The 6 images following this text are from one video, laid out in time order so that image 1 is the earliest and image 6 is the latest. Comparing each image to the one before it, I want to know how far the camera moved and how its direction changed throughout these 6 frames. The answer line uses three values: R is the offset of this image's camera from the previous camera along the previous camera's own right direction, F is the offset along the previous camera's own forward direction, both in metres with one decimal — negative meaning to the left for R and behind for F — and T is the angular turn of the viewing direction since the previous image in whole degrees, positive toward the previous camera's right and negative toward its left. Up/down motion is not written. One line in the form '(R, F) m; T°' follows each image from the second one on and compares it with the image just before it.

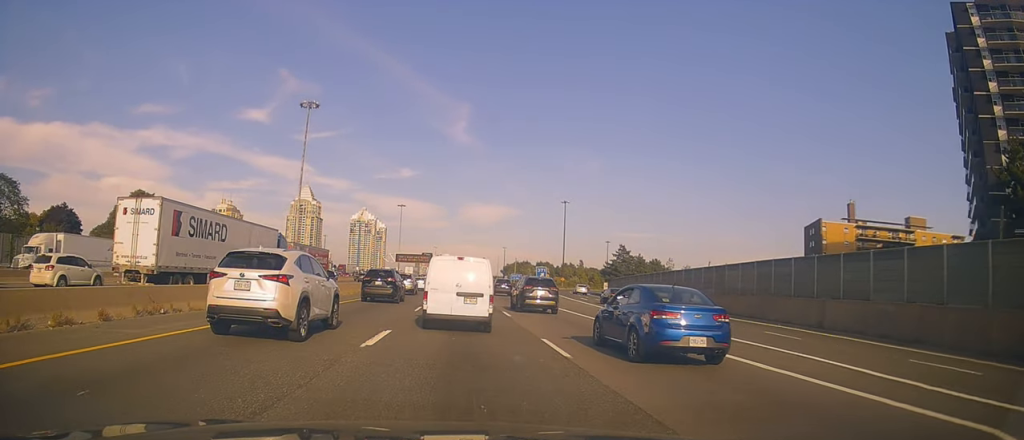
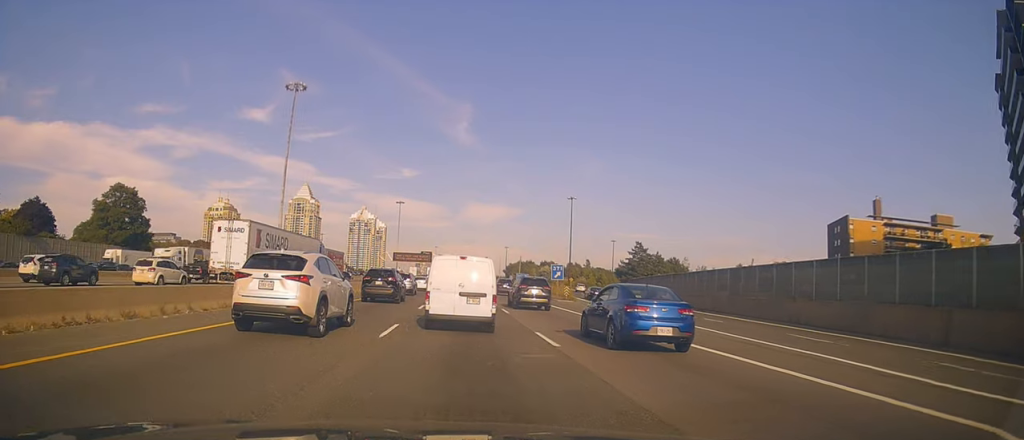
(+0.6, +10.7) m; +5°
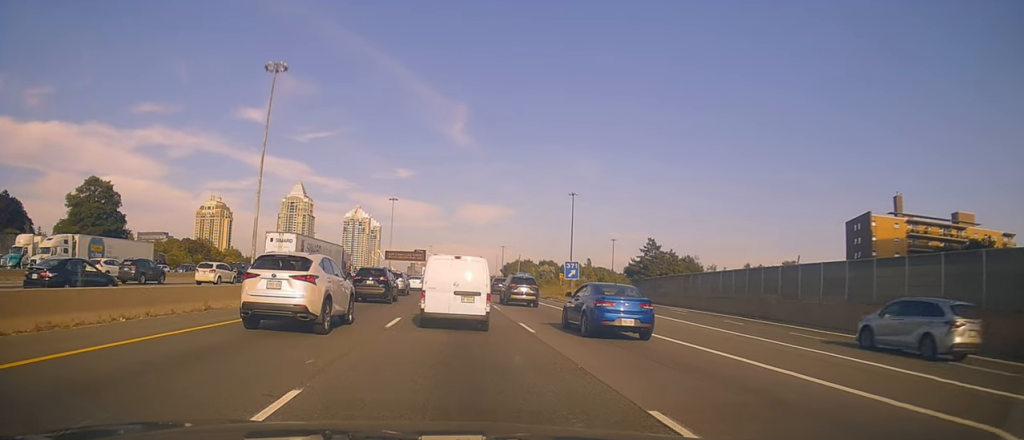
(-0.1, +9.8) m; +2°
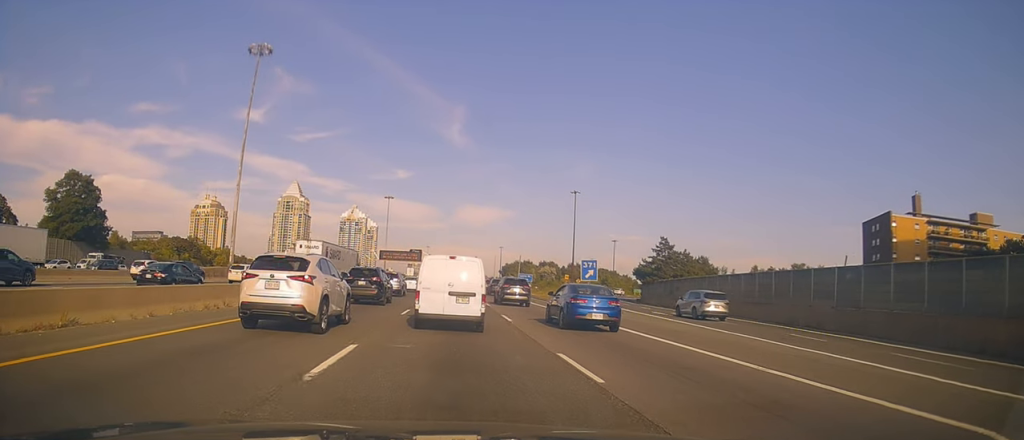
(+0.4, +7.6) m; -1°
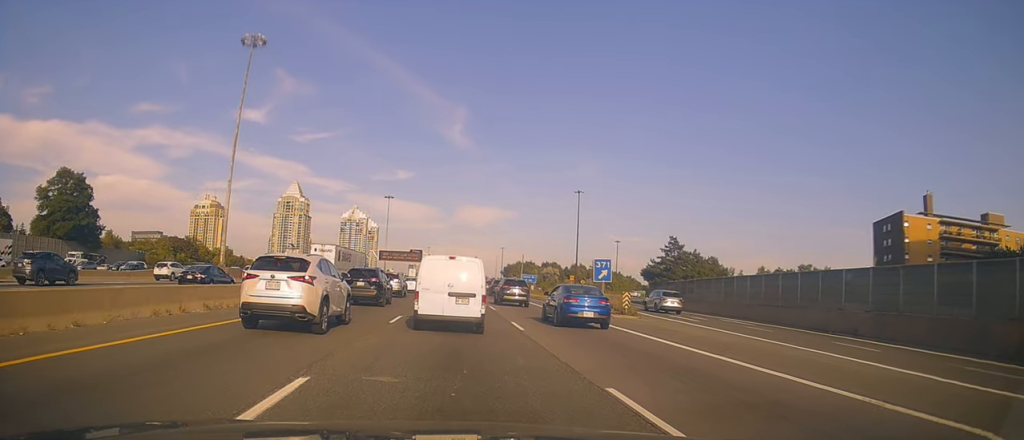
(-0.1, +3.7) m; -3°
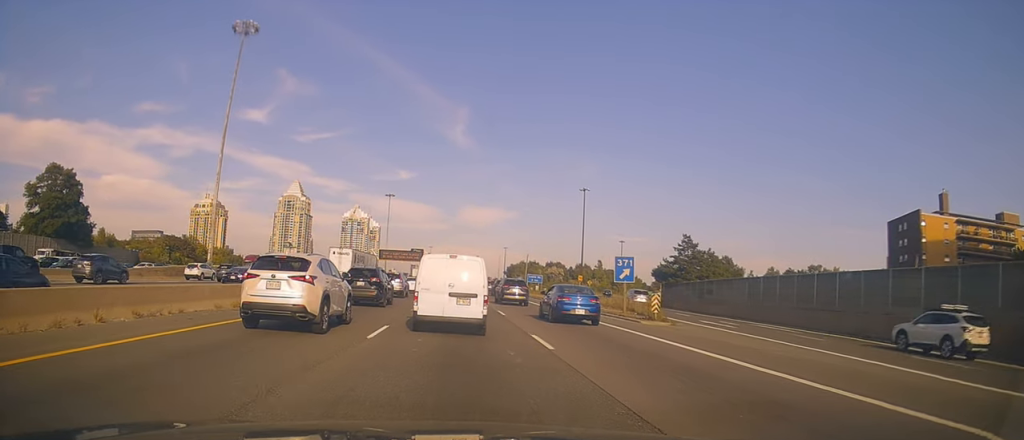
(-0.3, +4.7) m; 0°
